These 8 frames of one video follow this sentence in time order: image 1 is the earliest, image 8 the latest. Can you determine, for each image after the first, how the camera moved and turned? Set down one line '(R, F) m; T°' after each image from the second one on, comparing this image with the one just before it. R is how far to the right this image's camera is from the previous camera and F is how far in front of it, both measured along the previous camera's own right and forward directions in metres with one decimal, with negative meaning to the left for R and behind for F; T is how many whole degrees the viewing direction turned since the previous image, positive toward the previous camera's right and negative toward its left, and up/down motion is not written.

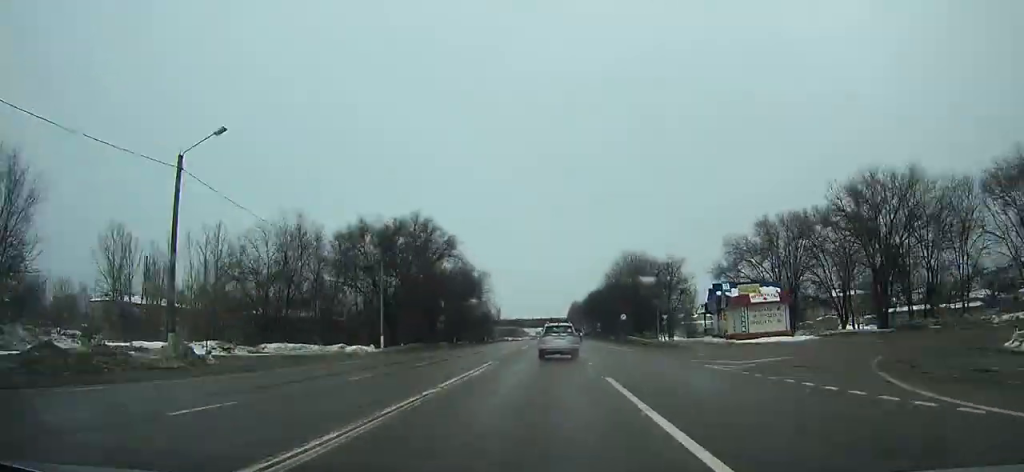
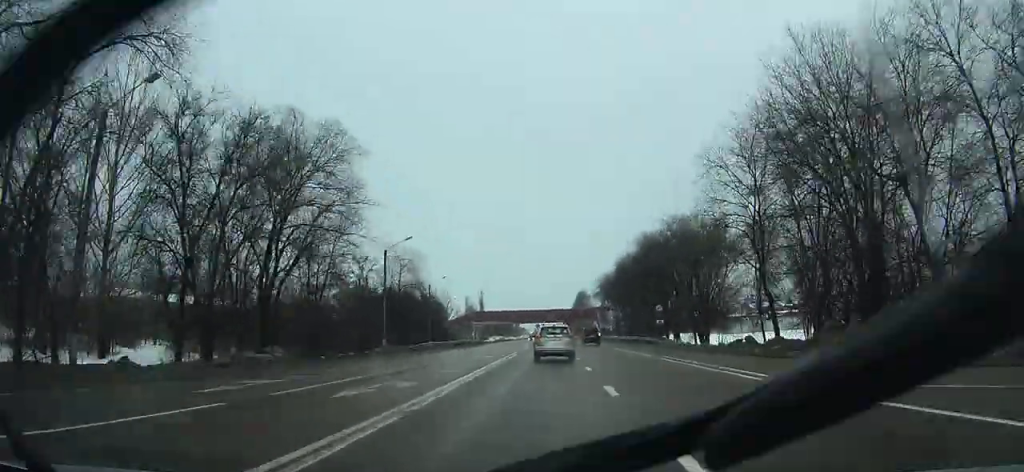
(+5.1, +74.0) m; -6°
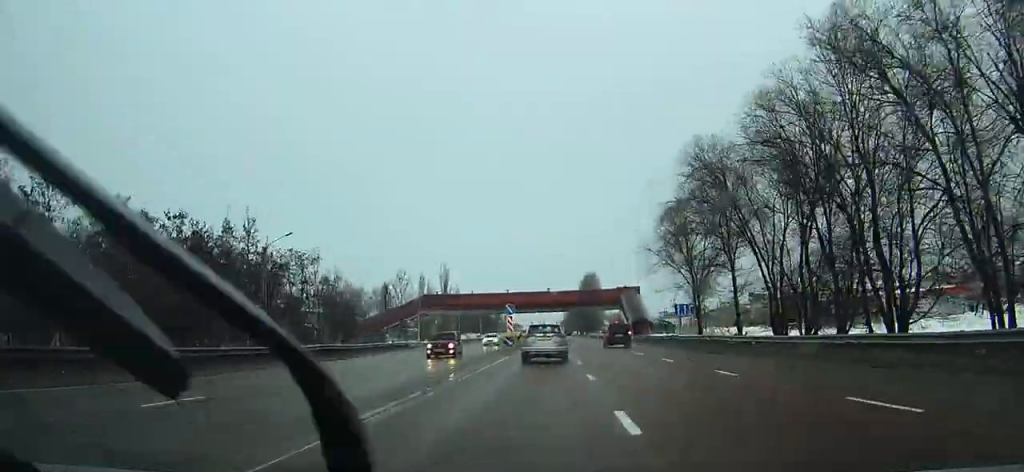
(-11.0, +69.7) m; -4°
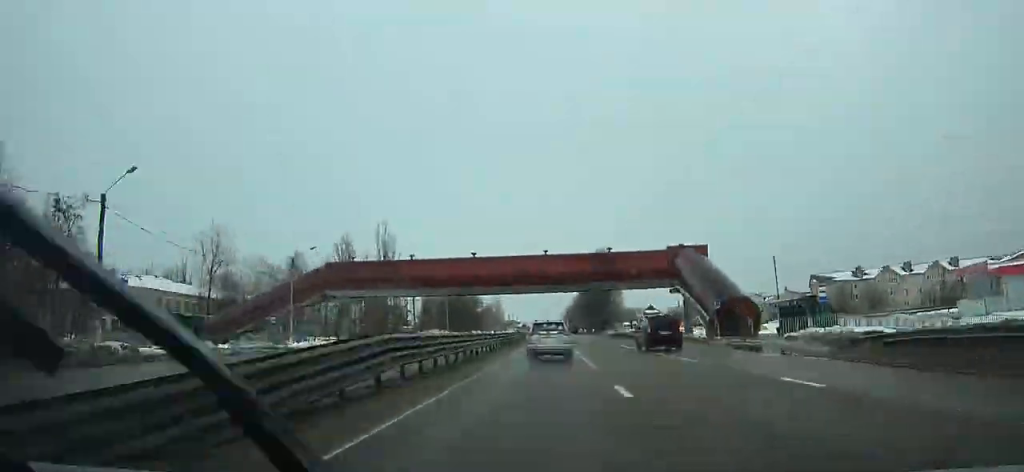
(+4.2, +53.4) m; +5°
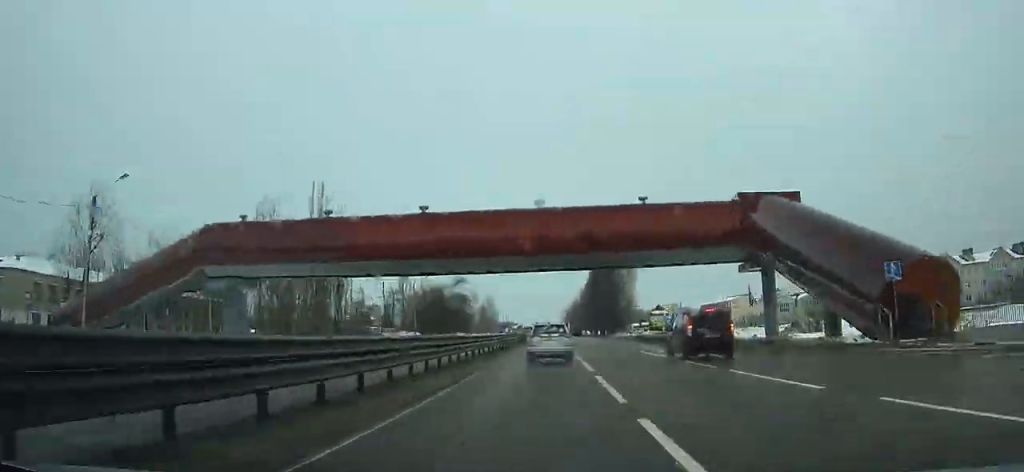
(0.0, +26.7) m; 0°
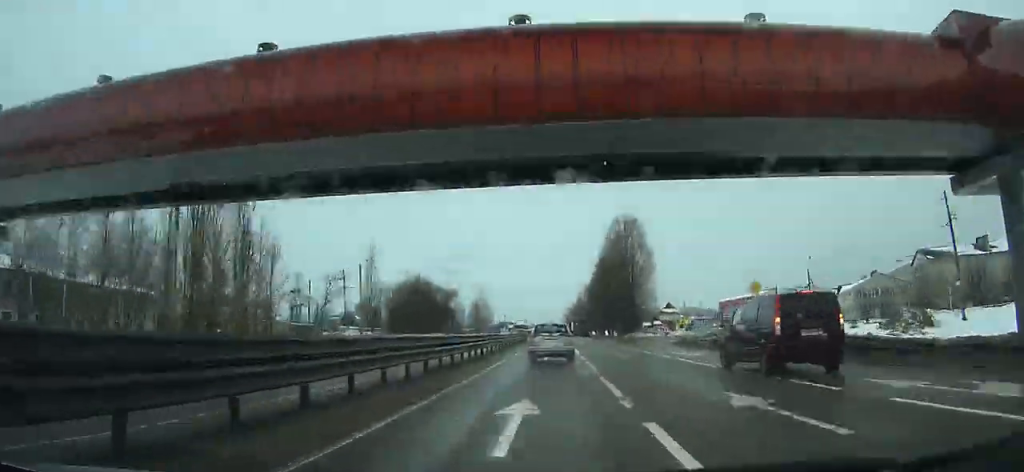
(0.0, +24.9) m; 0°
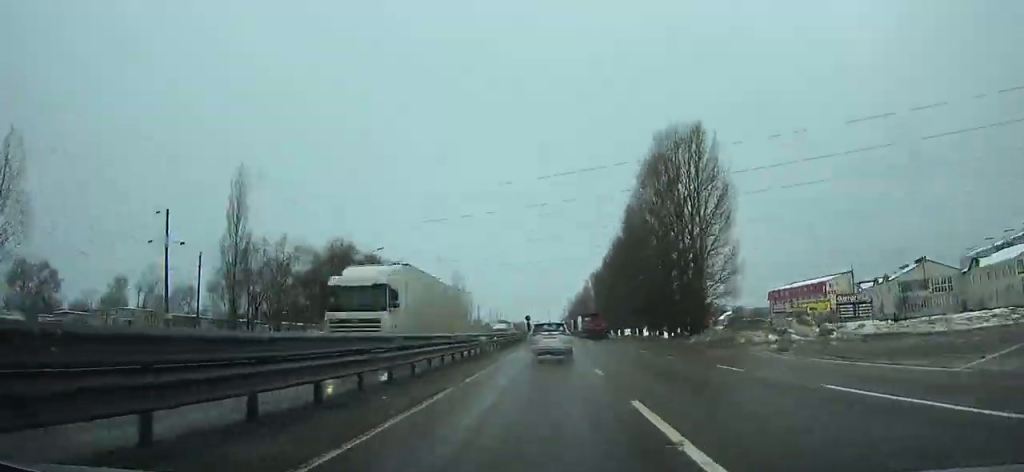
(0.0, +50.0) m; 0°
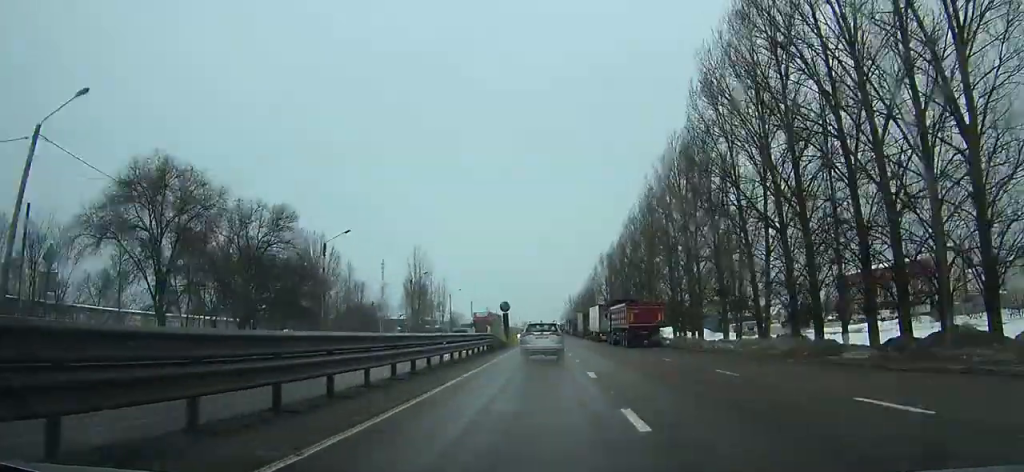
(-0.3, +40.8) m; 0°
